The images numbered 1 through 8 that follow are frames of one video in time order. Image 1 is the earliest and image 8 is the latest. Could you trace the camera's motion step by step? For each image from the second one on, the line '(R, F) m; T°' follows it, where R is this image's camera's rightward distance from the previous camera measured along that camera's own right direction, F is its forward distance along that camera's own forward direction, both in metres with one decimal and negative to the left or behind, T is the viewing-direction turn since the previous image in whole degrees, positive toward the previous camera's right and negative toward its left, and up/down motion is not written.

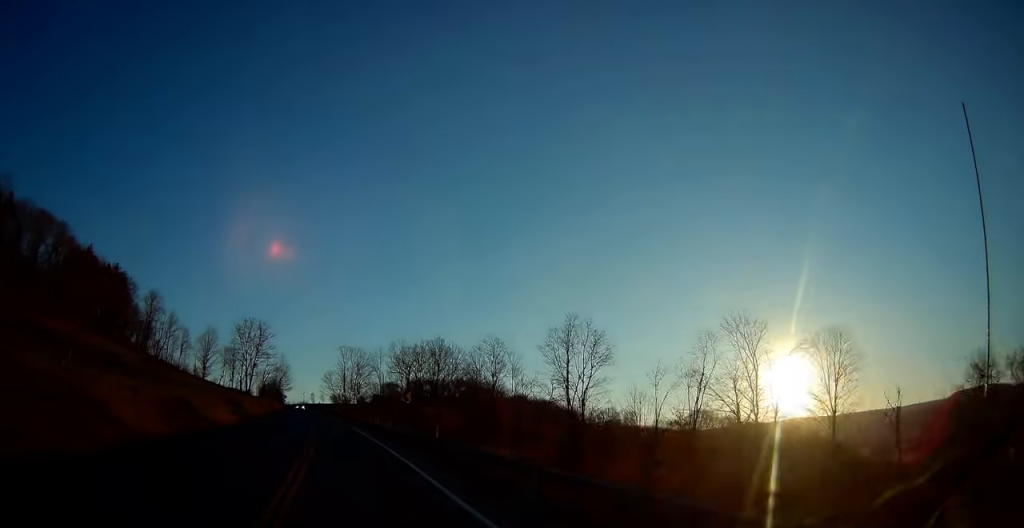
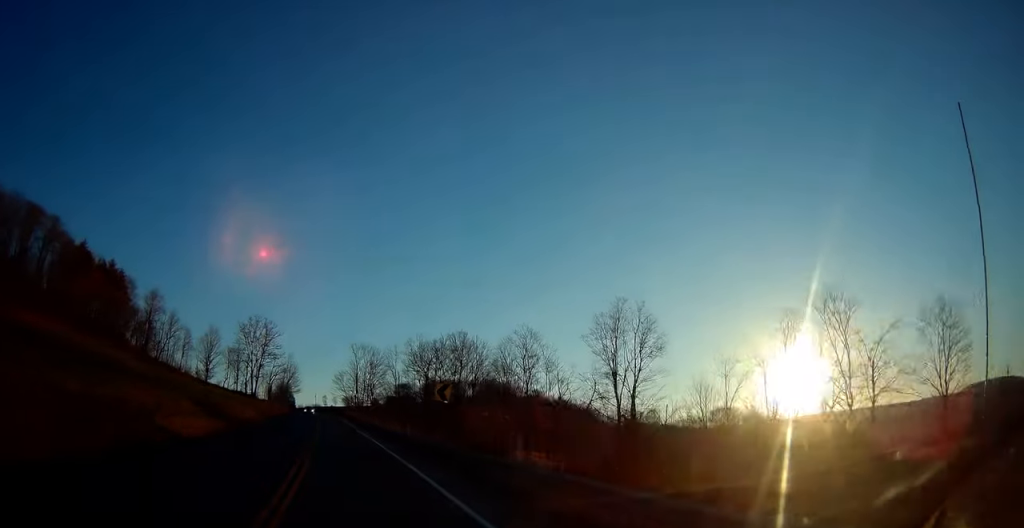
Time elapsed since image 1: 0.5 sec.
(-0.3, +10.2) m; -1°
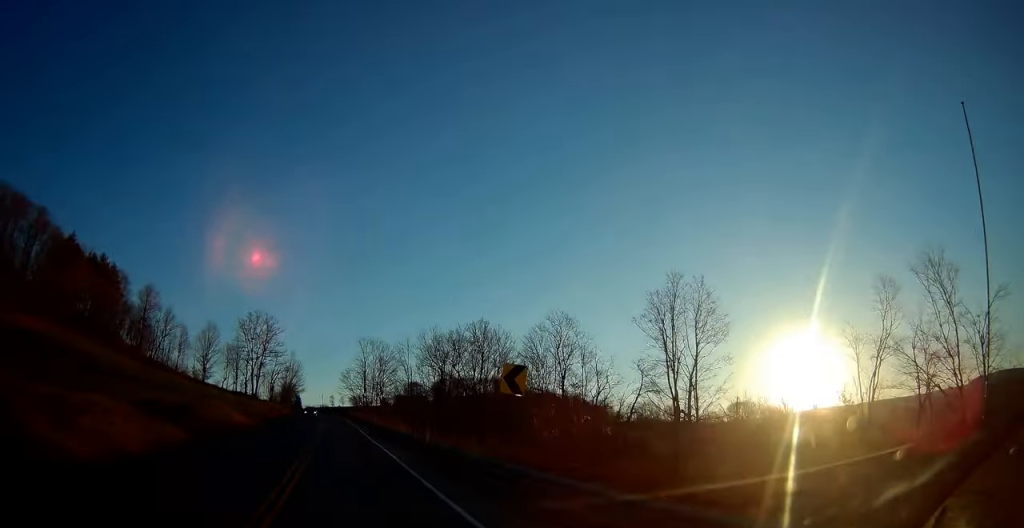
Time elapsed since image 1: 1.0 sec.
(-0.1, +10.2) m; -1°
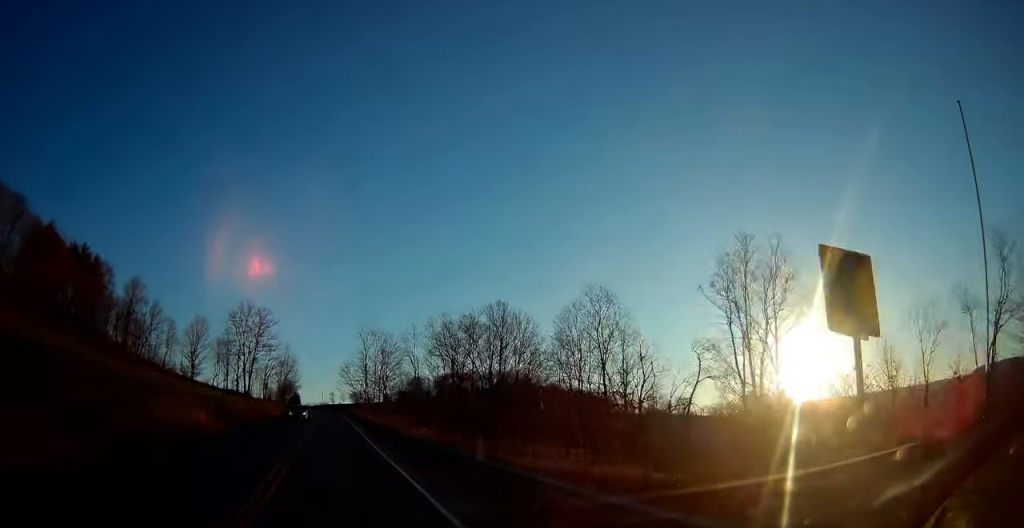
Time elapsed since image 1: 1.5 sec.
(0.0, +10.8) m; -1°
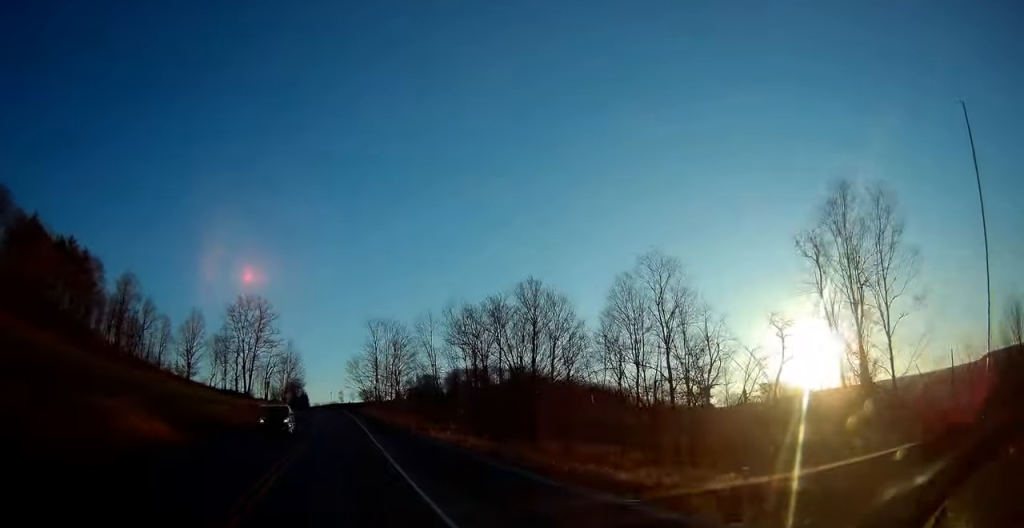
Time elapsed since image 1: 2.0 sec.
(-0.1, +10.2) m; -1°
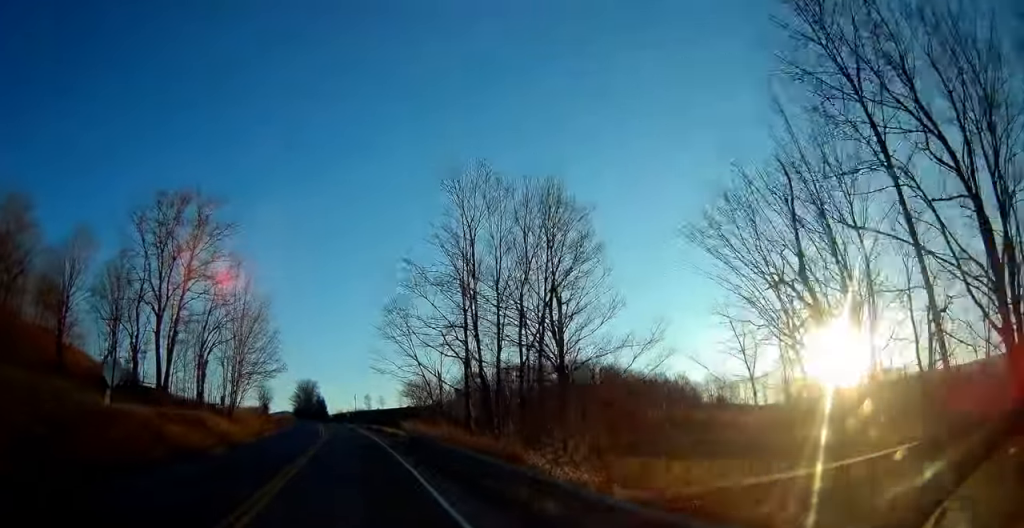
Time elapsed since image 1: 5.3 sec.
(-1.7, +66.0) m; -3°
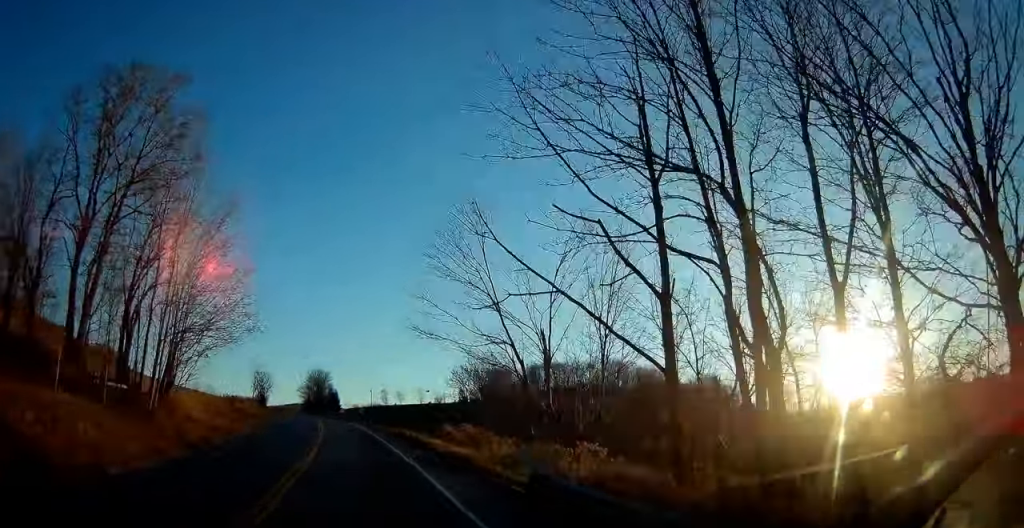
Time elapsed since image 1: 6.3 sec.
(-0.5, +22.1) m; -2°
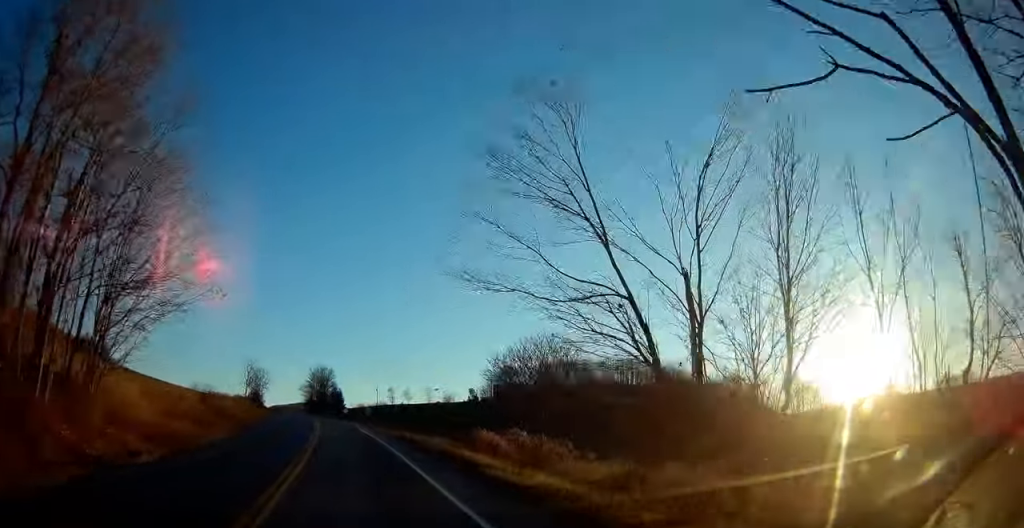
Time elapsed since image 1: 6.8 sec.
(-0.1, +10.4) m; 0°
